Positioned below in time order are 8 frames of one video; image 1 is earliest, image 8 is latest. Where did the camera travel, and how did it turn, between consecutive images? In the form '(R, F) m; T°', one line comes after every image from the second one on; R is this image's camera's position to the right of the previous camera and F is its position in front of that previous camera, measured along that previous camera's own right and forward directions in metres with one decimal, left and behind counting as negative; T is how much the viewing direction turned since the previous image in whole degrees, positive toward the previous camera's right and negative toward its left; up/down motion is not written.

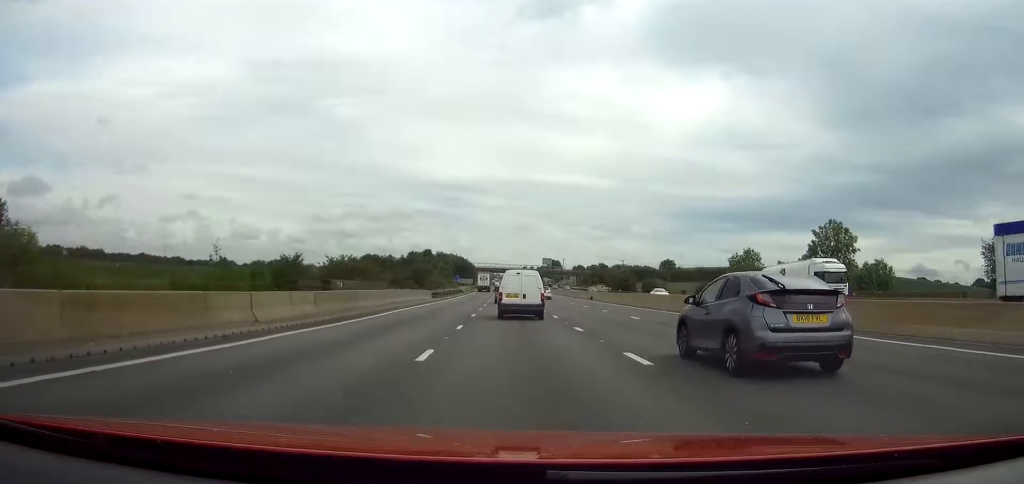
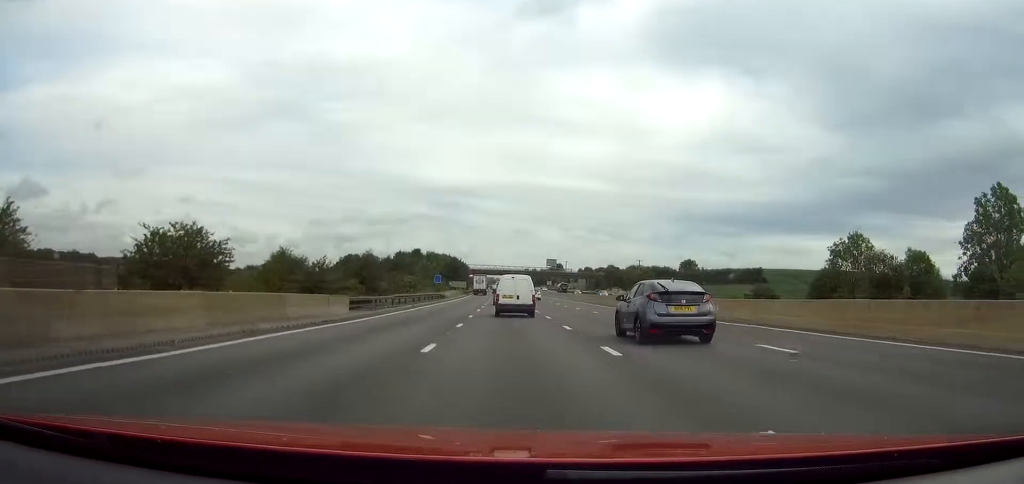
(0.0, +34.1) m; 0°
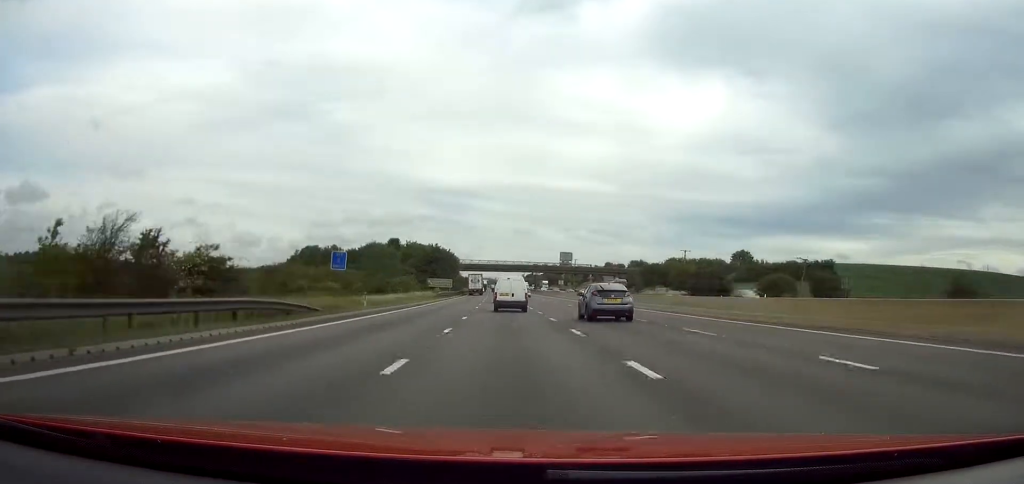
(-0.2, +57.4) m; 0°
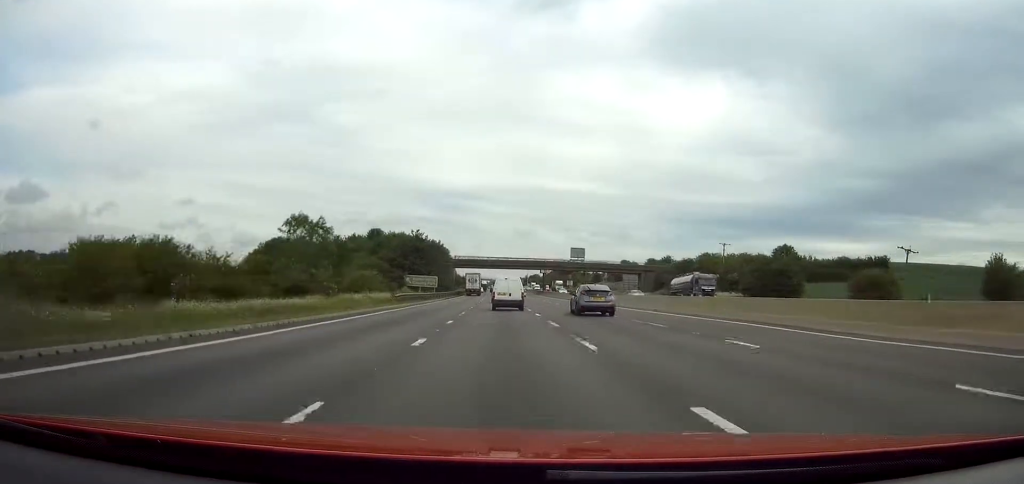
(0.0, +31.5) m; 0°
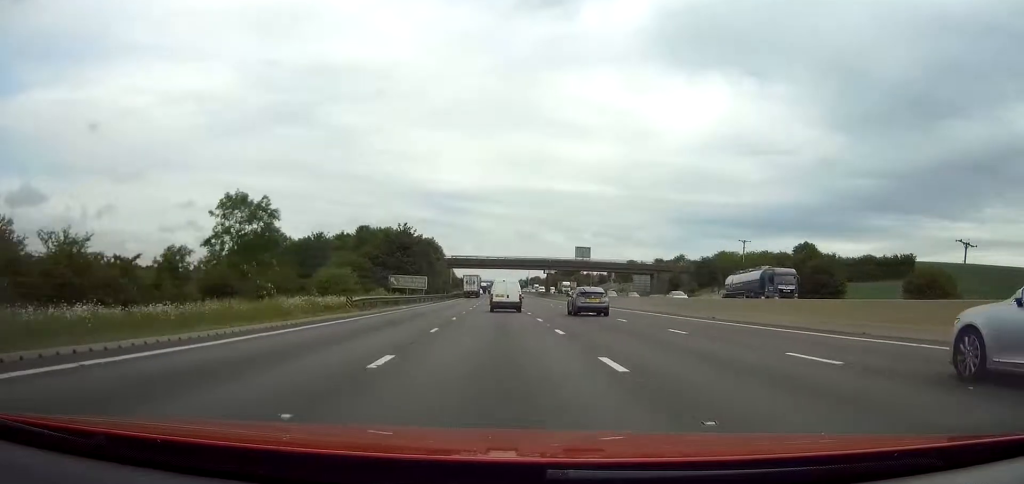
(0.0, +13.1) m; 0°
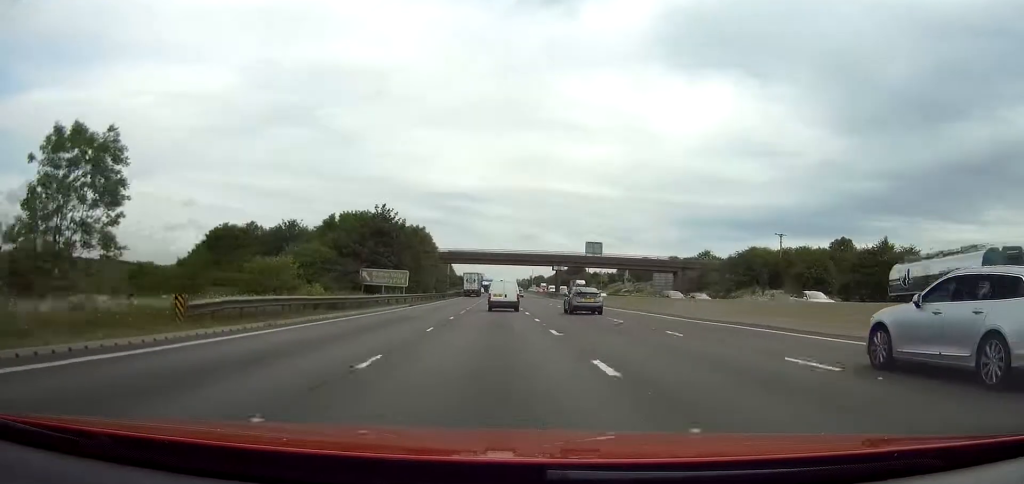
(0.0, +18.3) m; 0°
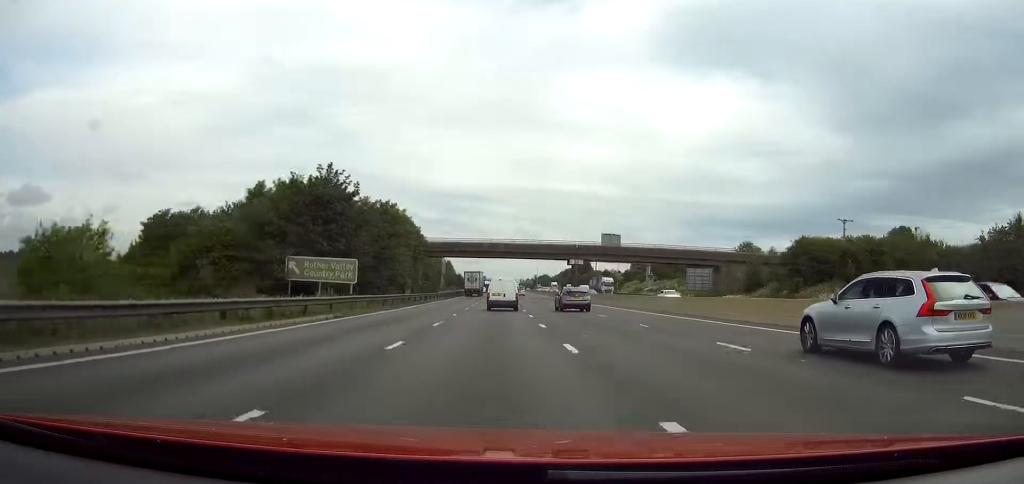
(-0.1, +24.0) m; 0°
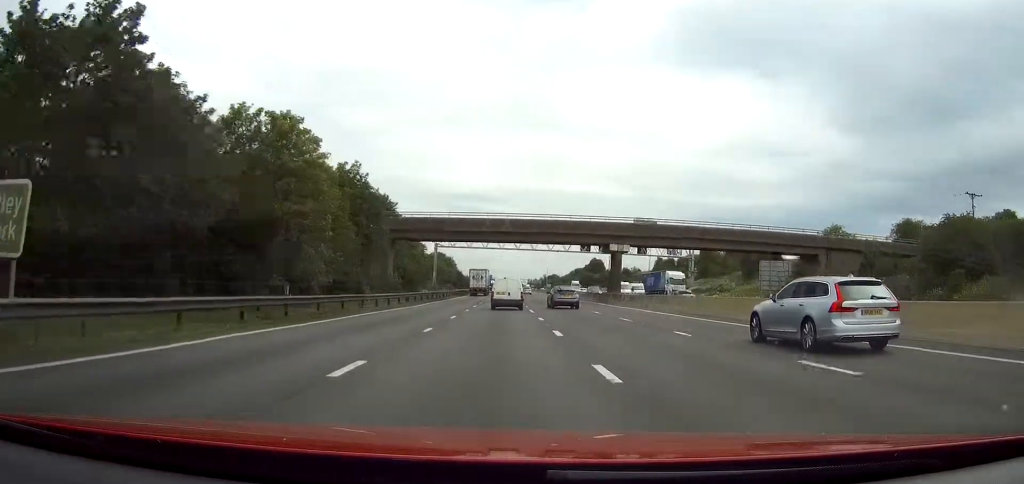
(-0.2, +31.6) m; 0°
